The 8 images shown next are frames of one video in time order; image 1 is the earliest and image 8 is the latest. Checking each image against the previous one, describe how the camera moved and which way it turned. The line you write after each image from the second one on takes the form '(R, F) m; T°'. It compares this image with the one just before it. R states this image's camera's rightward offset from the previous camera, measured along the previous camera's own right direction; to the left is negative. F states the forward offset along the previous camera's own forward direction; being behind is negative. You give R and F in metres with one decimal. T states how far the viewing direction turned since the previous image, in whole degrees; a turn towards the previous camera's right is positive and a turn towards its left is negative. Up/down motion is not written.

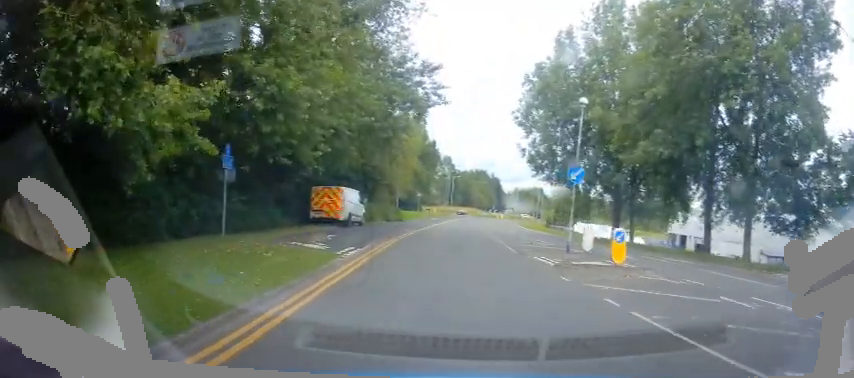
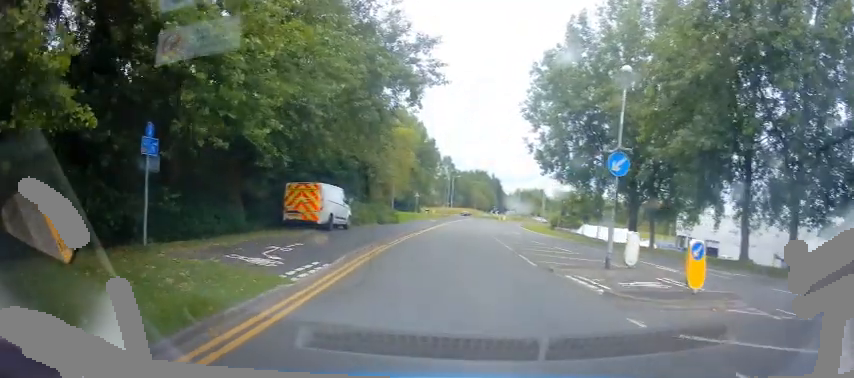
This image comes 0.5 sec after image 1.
(+0.1, +4.0) m; 0°
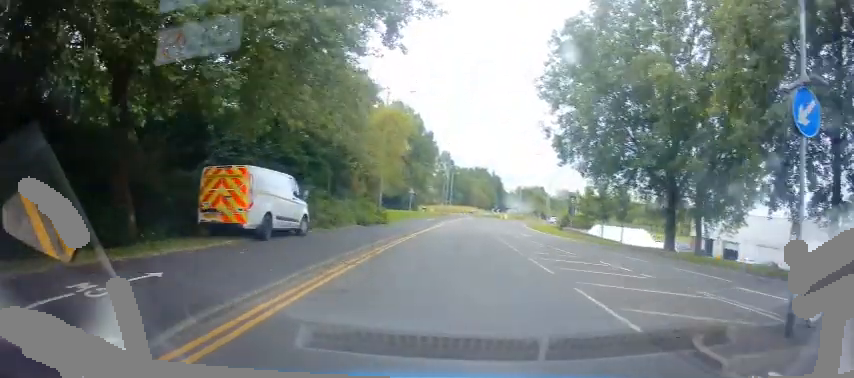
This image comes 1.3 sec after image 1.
(+0.1, +7.1) m; 0°
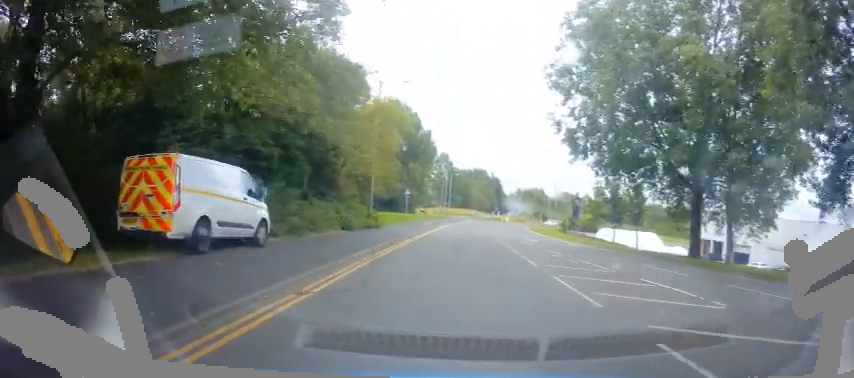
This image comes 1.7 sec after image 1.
(-0.1, +3.8) m; 0°
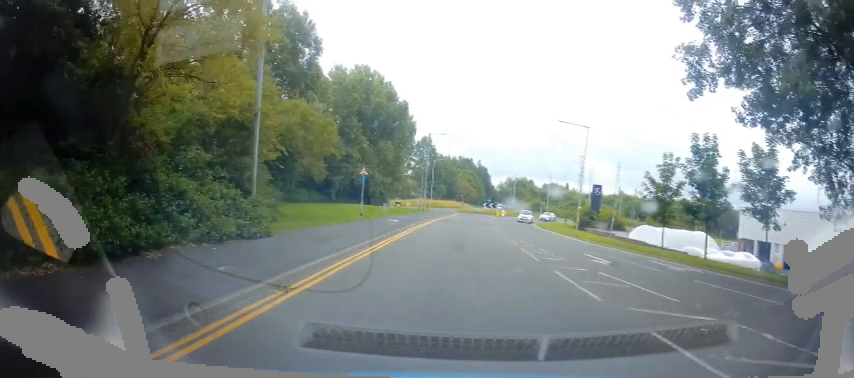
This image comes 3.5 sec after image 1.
(+0.5, +17.4) m; +4°
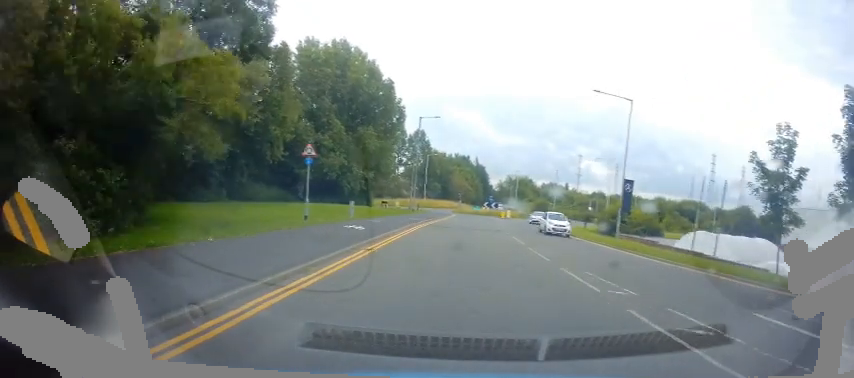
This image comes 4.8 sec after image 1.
(+0.1, +11.8) m; 0°
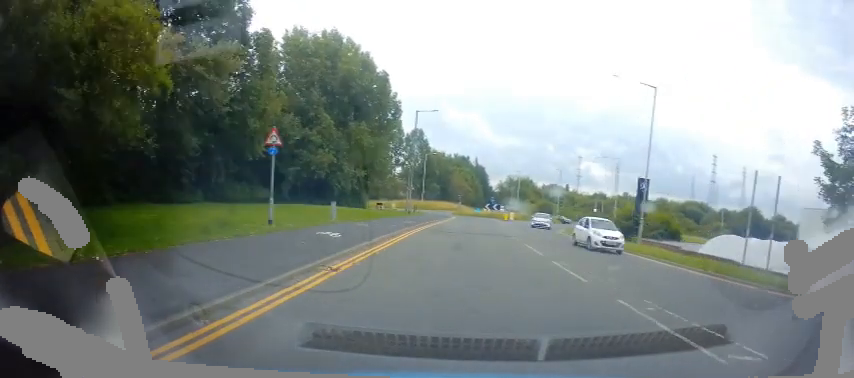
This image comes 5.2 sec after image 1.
(0.0, +3.9) m; 0°
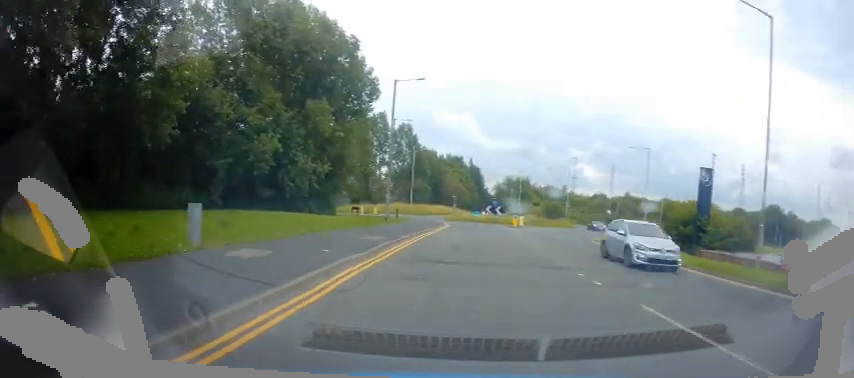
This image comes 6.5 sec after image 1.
(+0.3, +12.4) m; +2°
